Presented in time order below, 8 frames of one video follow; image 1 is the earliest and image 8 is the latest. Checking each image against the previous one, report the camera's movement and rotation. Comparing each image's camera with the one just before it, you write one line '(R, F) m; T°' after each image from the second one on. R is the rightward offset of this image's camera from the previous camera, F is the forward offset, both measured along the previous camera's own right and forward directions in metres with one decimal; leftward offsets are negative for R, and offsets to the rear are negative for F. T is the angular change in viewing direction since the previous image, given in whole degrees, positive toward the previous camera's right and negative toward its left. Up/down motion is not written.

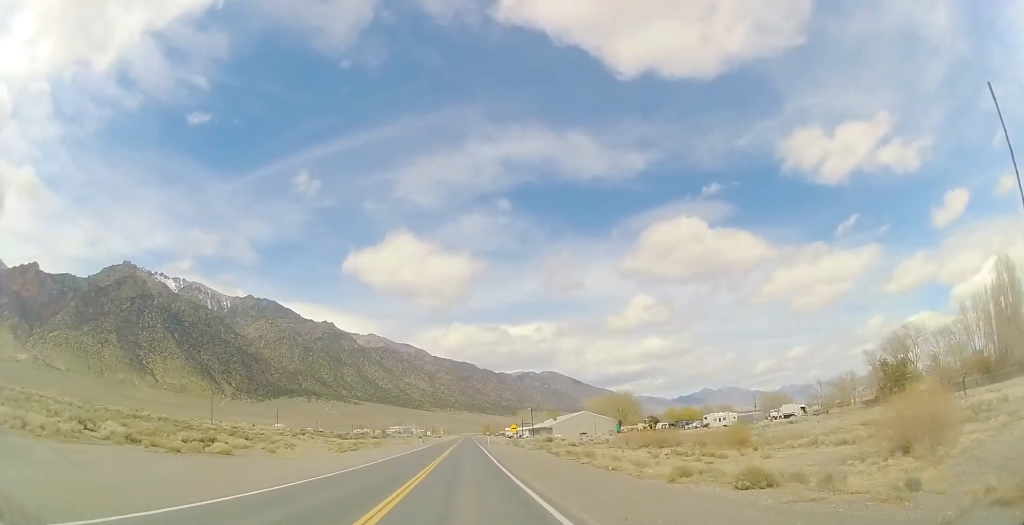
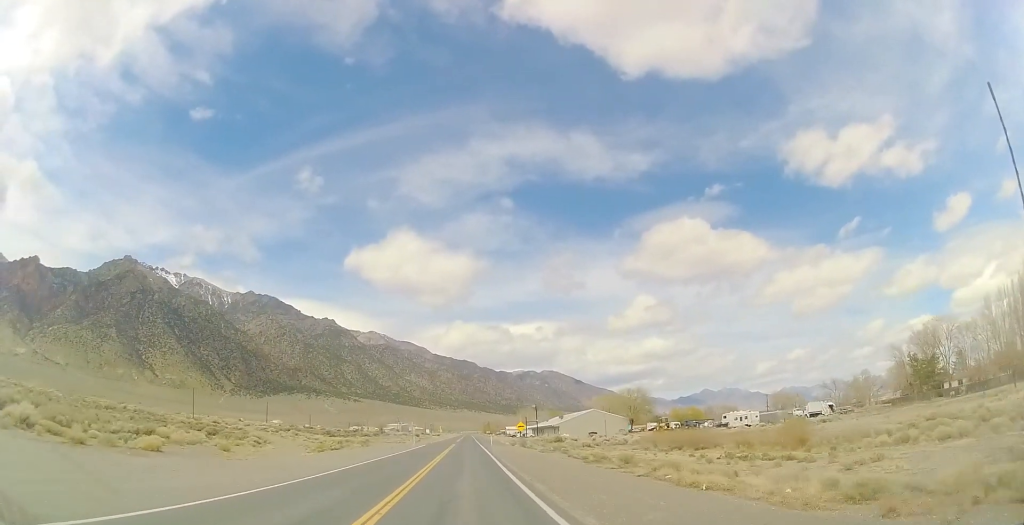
(0.0, +9.5) m; -1°
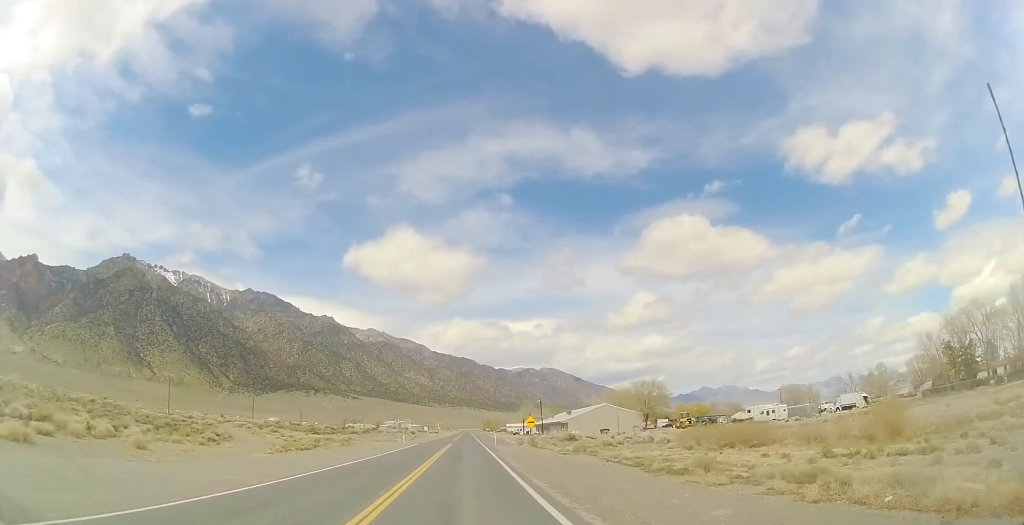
(-0.5, +10.6) m; 0°
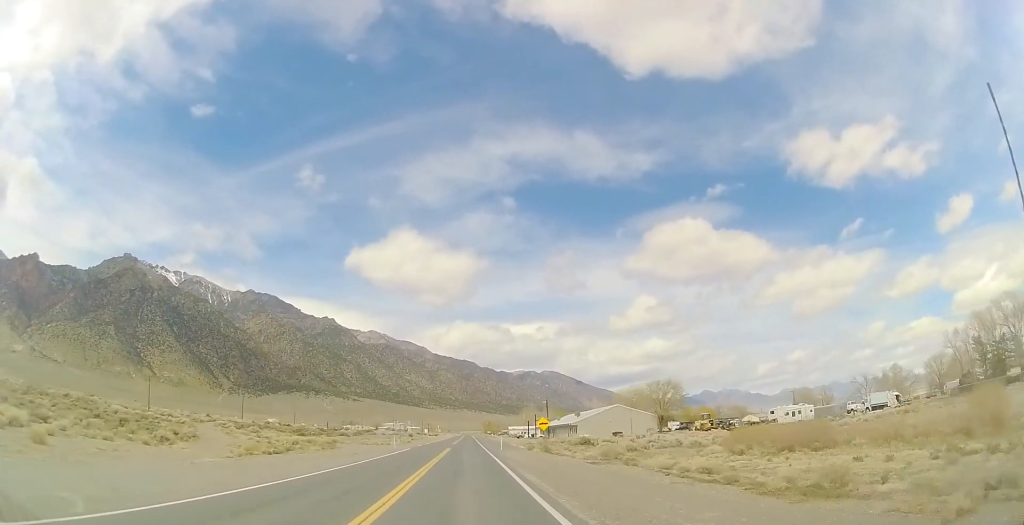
(0.0, +8.2) m; +1°
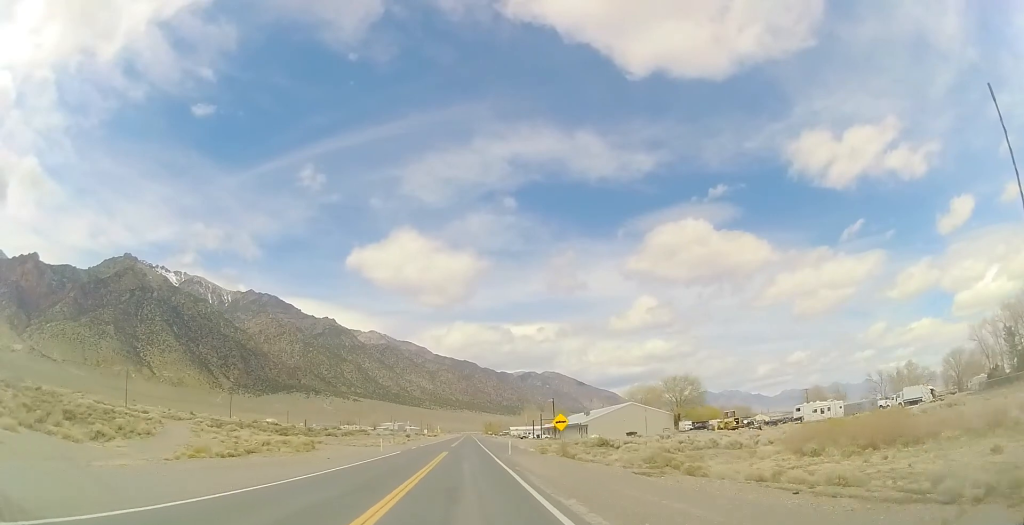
(+0.2, +8.2) m; +1°
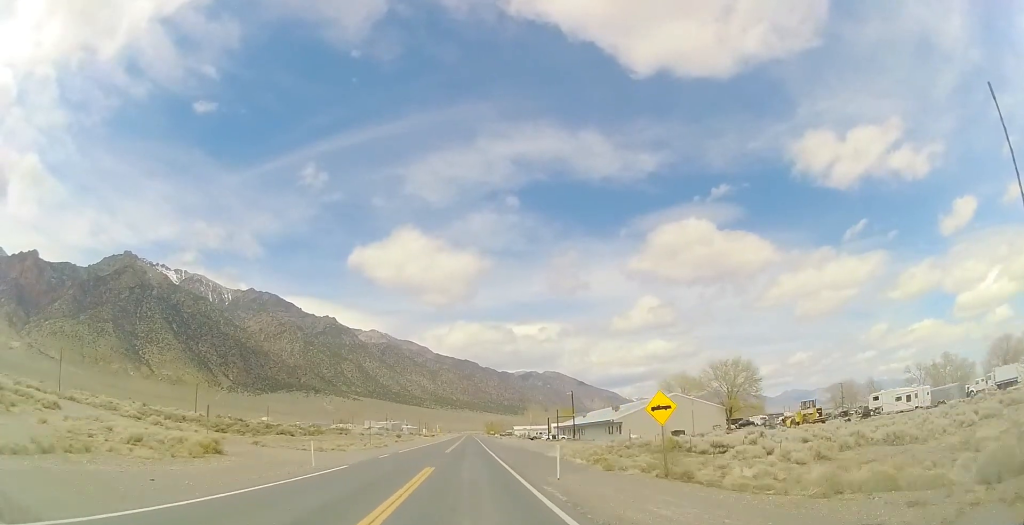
(+0.2, +19.7) m; 0°
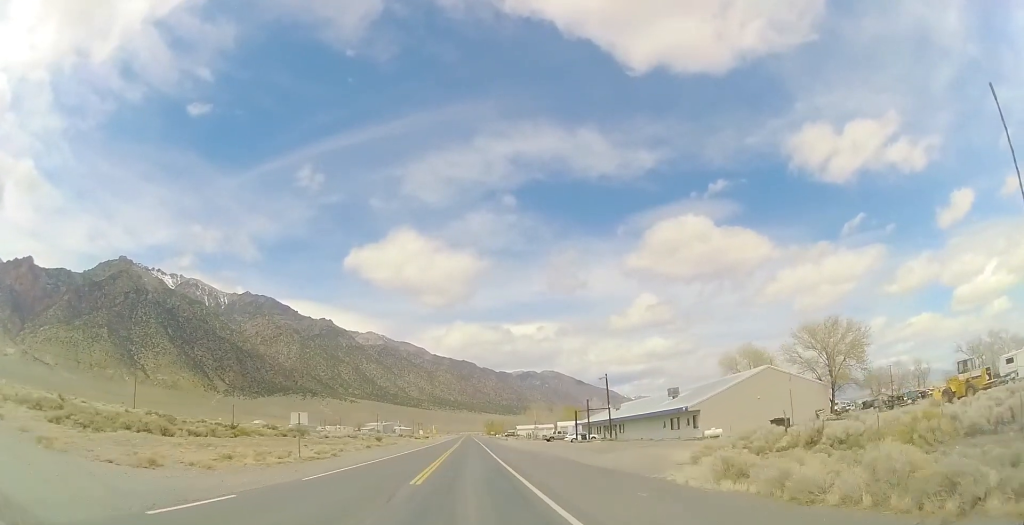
(-0.3, +24.5) m; +1°
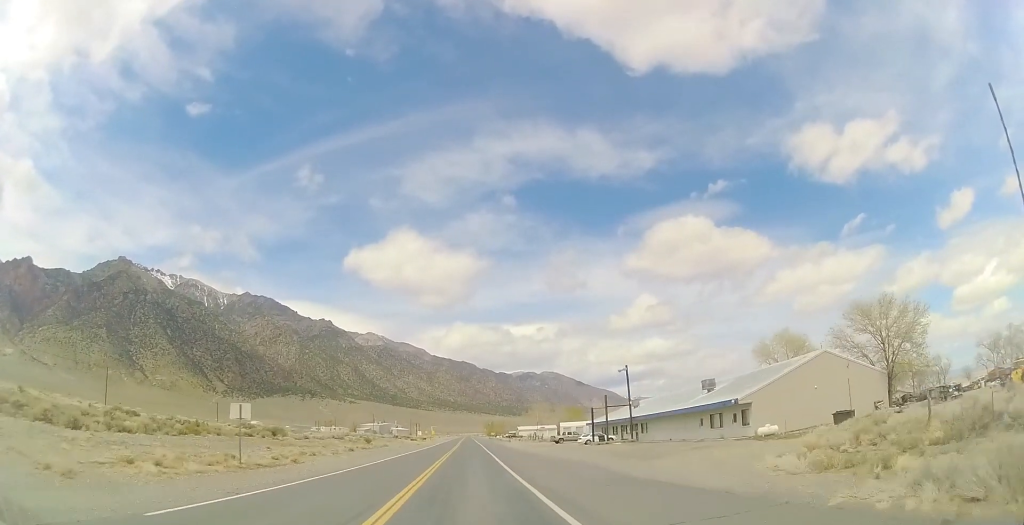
(+0.1, +9.1) m; +1°
